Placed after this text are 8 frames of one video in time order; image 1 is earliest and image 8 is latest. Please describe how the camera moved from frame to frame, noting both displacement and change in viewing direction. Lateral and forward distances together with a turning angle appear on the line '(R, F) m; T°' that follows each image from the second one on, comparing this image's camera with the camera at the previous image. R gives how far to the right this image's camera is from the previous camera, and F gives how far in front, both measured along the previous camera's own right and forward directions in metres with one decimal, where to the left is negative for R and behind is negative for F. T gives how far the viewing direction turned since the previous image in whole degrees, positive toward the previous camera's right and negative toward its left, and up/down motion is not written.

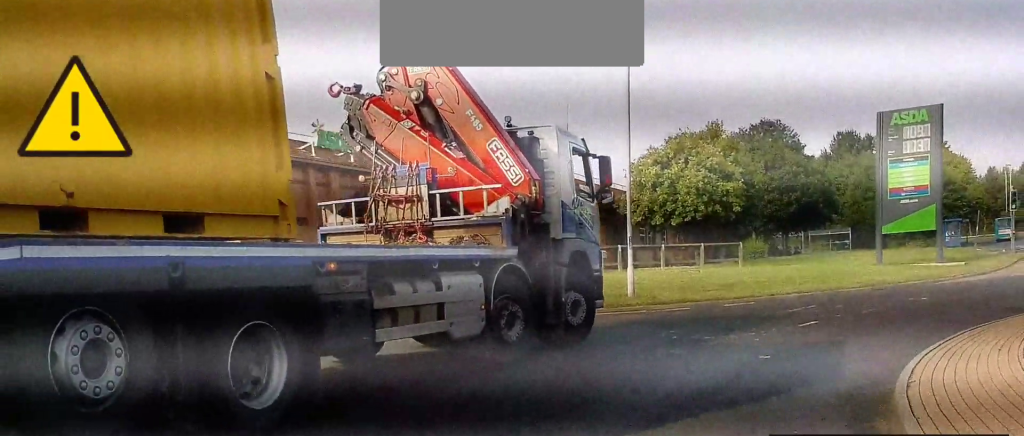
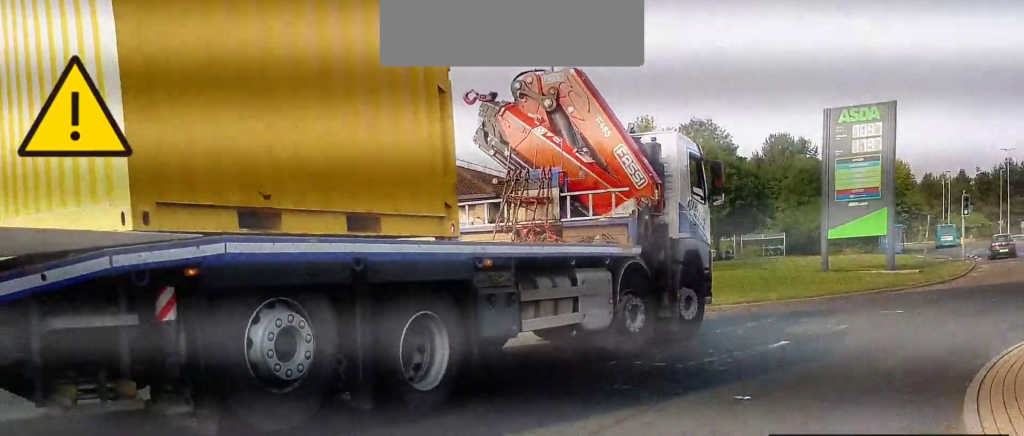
(+0.2, +2.6) m; +10°
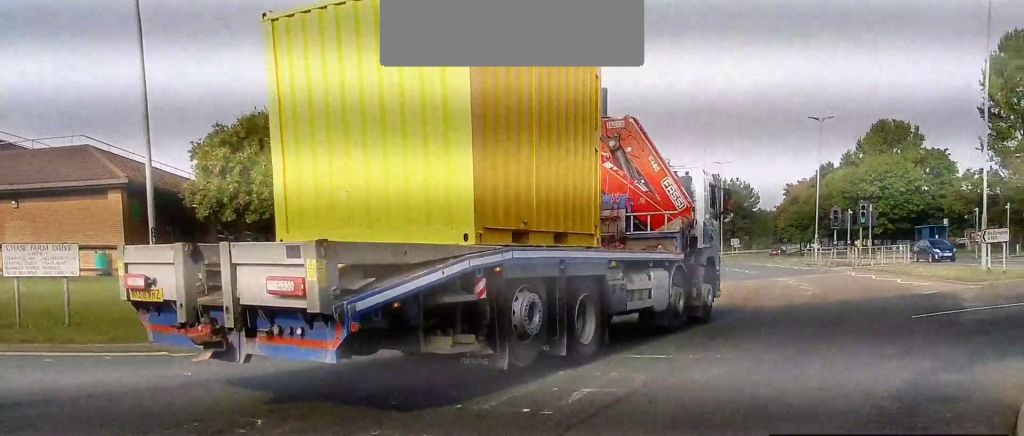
(+1.0, +5.4) m; +17°
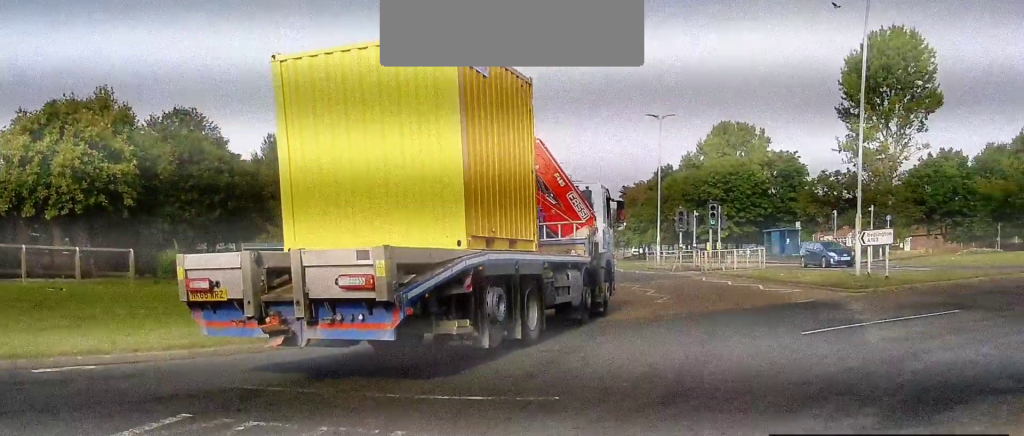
(-0.1, +2.6) m; +11°
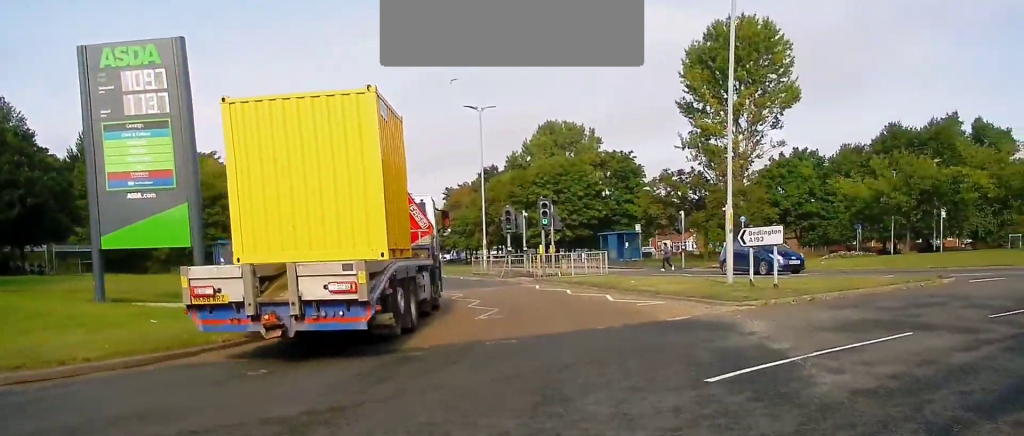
(+0.6, +3.9) m; +12°
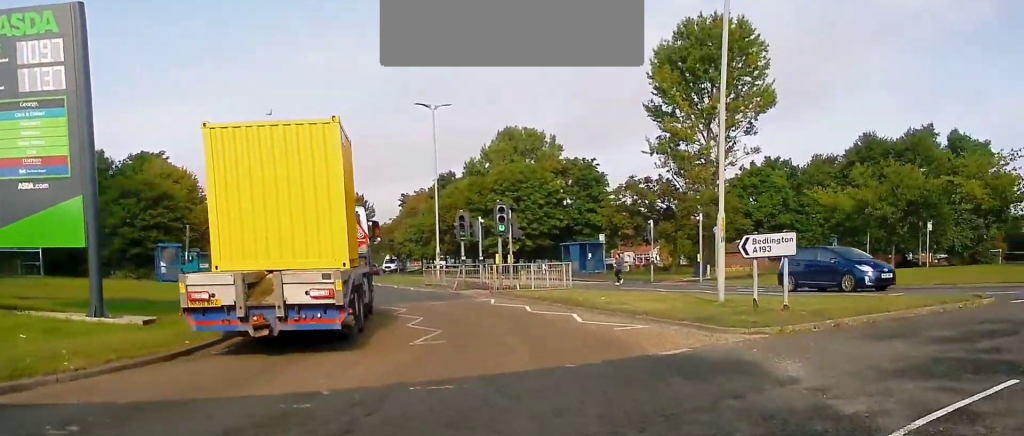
(+0.6, +3.1) m; +6°
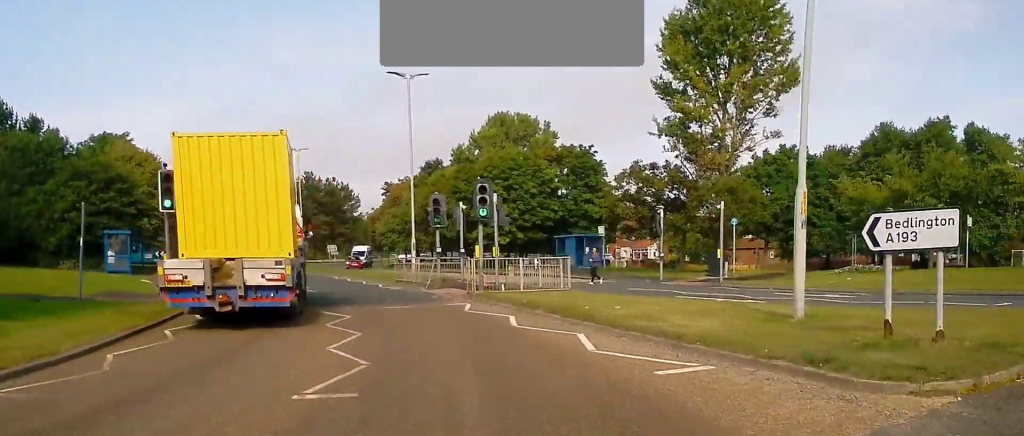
(-0.4, +5.4) m; -1°
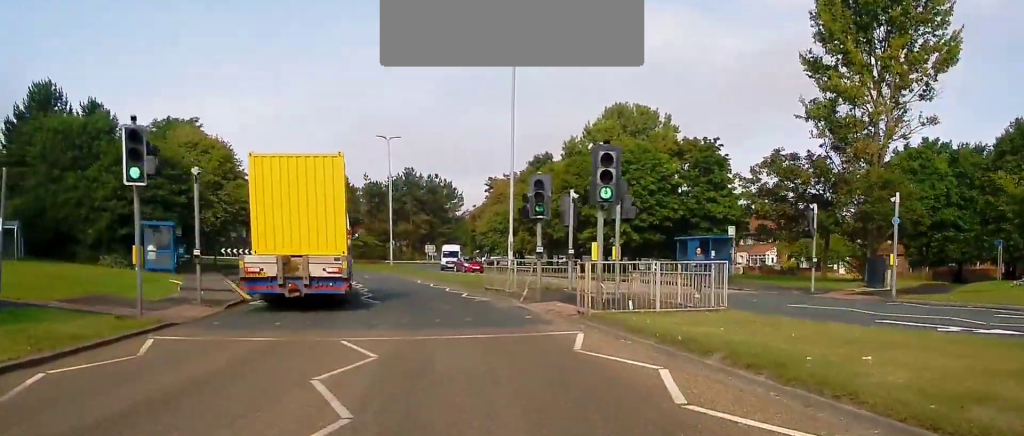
(+0.2, +7.2) m; -2°
